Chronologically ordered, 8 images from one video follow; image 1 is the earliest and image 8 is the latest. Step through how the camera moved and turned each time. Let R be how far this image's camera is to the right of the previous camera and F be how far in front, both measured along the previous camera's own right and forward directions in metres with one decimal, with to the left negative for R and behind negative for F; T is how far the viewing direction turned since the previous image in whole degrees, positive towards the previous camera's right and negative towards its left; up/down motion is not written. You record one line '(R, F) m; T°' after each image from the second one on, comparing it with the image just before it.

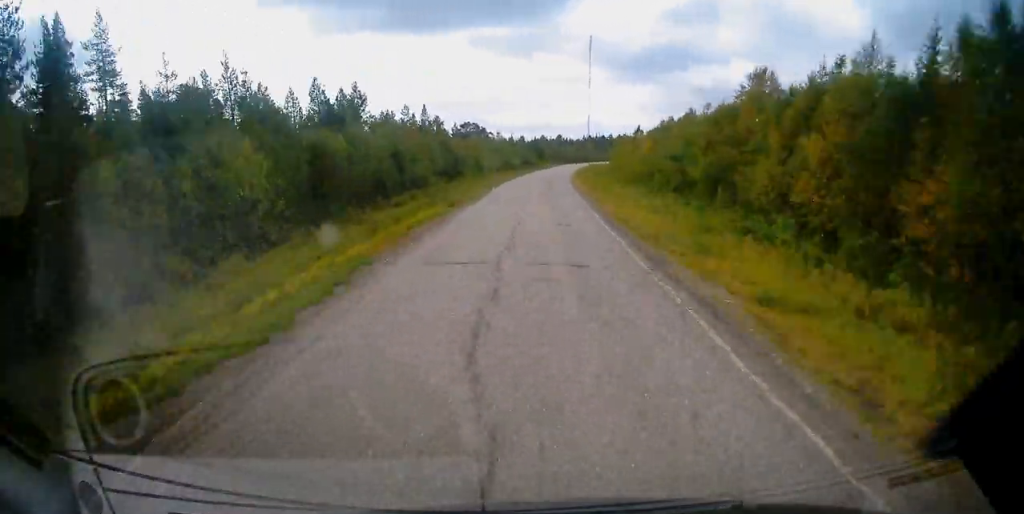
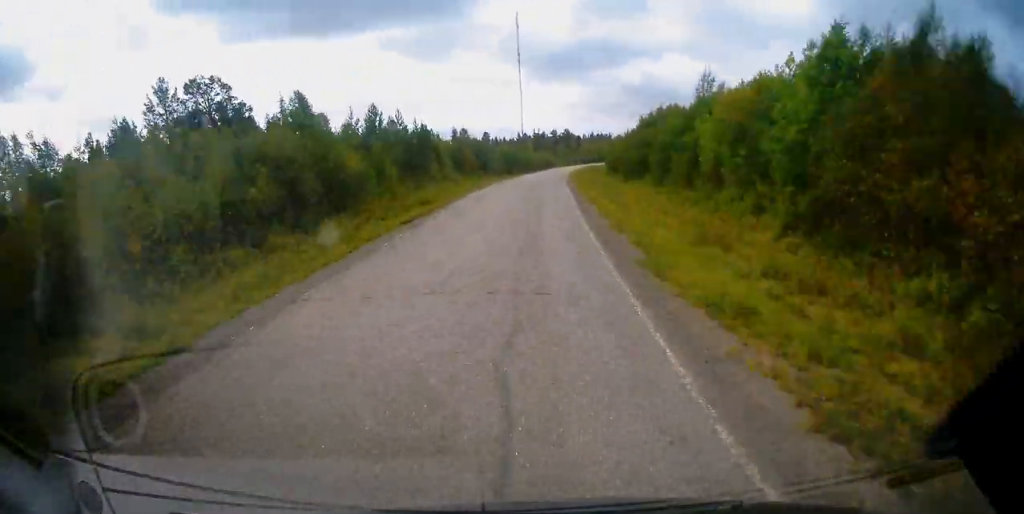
(+6.4, +108.3) m; +7°
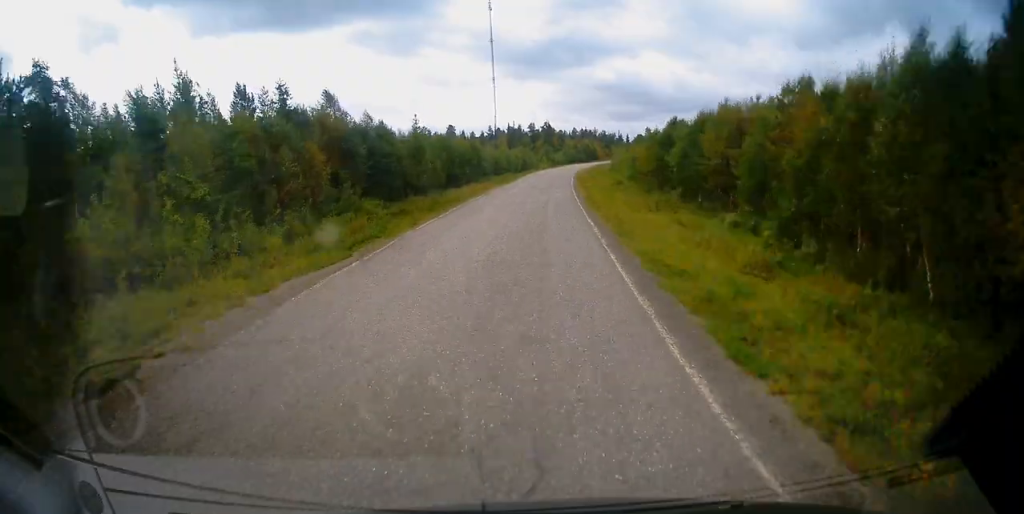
(+1.4, +50.2) m; +3°
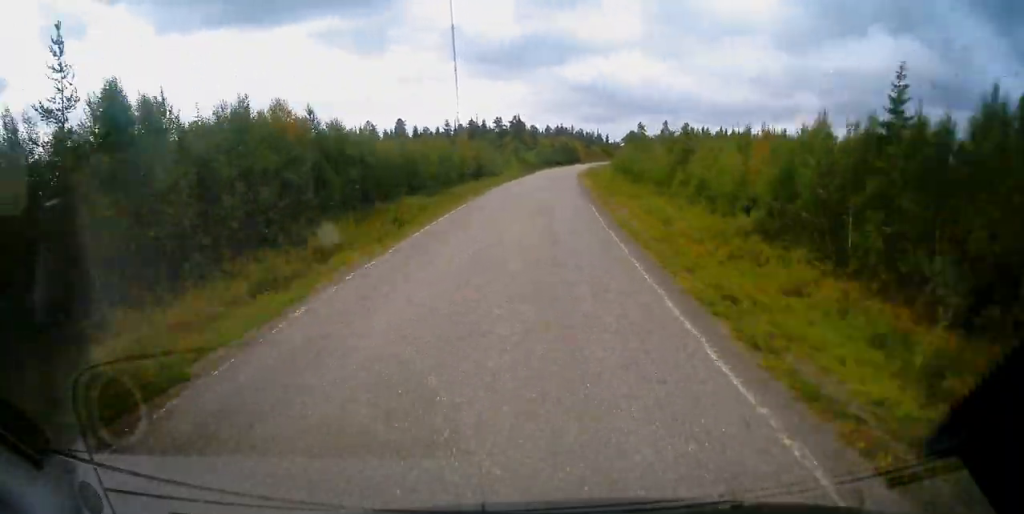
(+0.8, +47.7) m; +3°
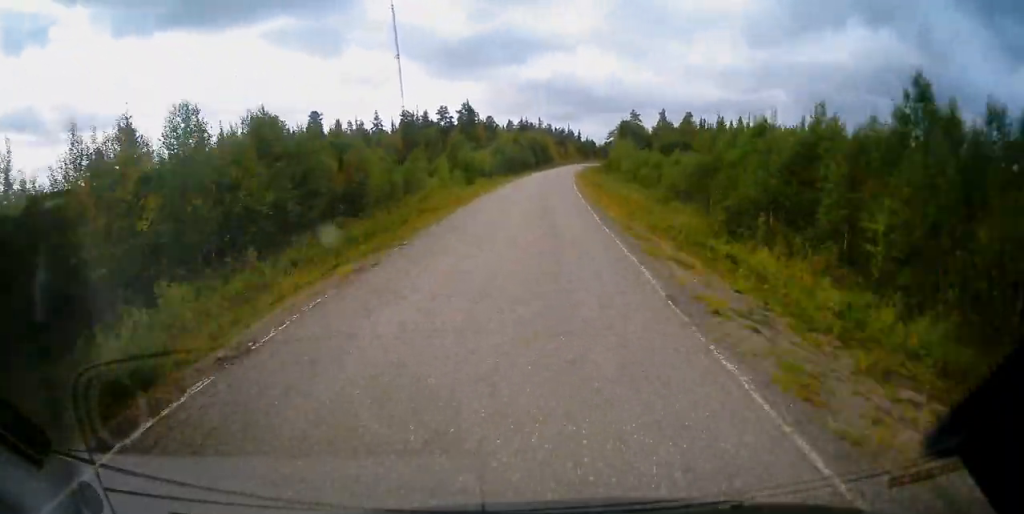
(+1.2, +54.7) m; +3°
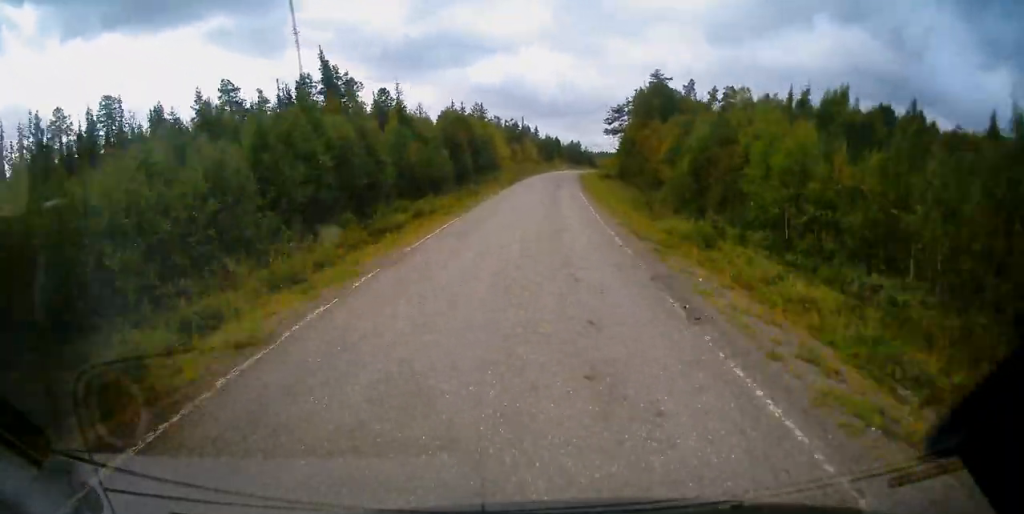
(+2.5, +77.1) m; +4°
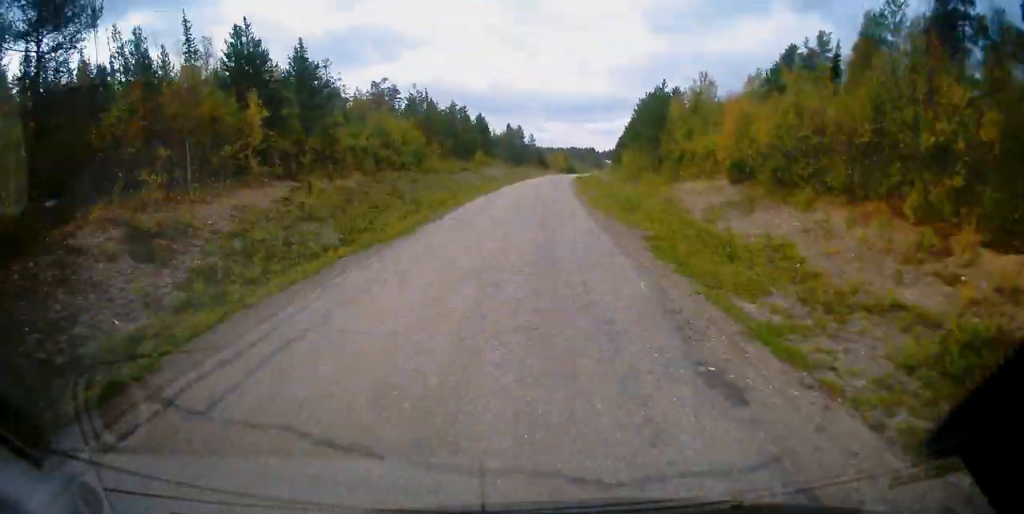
(+5.6, +95.5) m; +5°
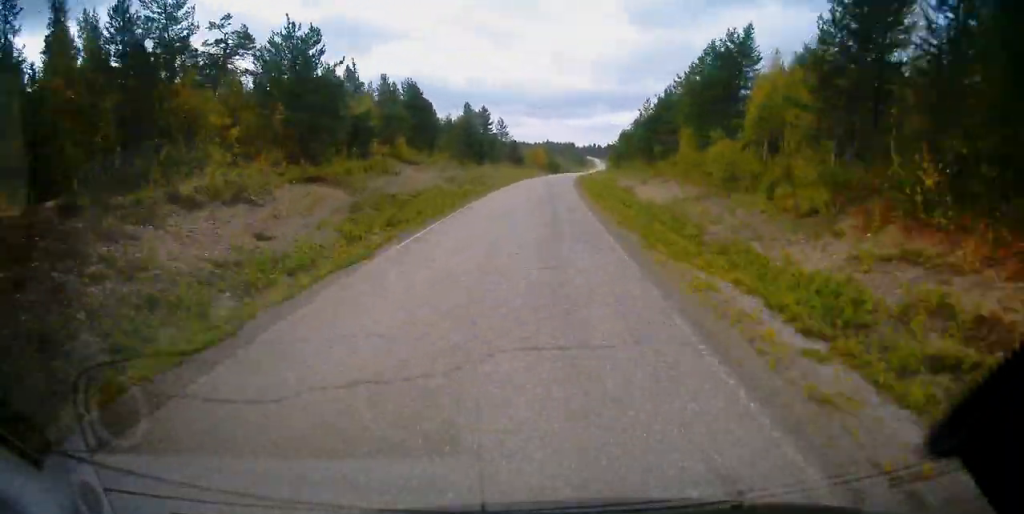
(+0.4, +45.6) m; +2°
